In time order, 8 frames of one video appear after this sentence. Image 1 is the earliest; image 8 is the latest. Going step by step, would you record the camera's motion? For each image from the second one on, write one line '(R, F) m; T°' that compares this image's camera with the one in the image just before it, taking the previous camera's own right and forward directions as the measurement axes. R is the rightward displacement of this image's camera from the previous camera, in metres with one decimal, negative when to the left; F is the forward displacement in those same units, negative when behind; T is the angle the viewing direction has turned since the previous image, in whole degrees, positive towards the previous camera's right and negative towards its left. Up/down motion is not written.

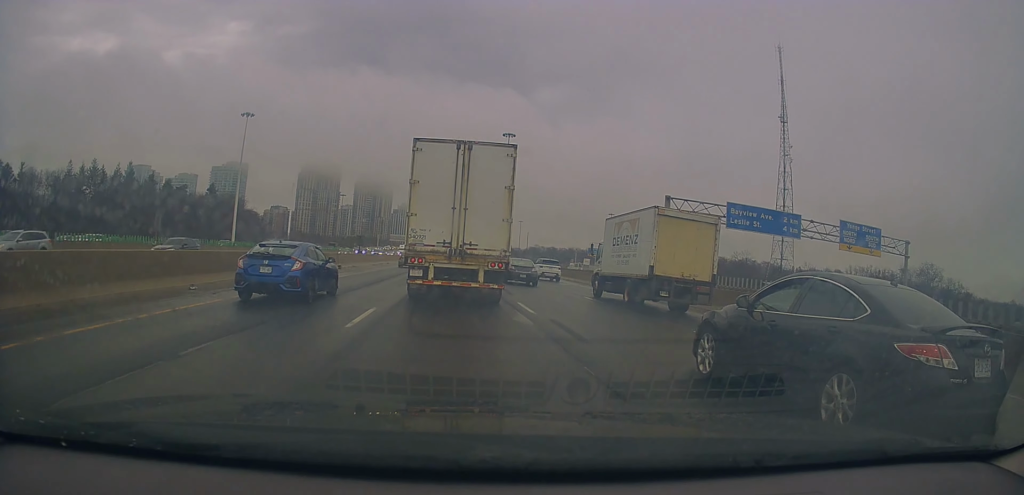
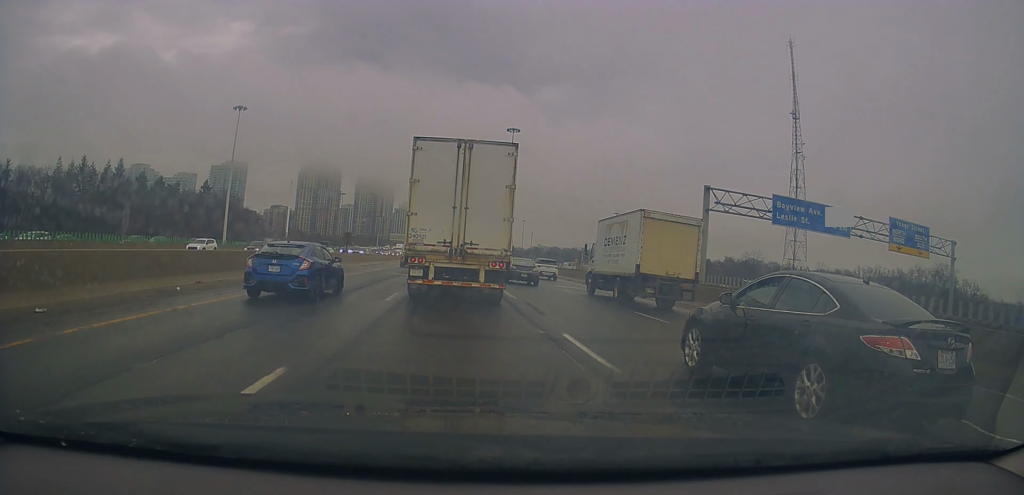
(+0.8, +6.7) m; 0°
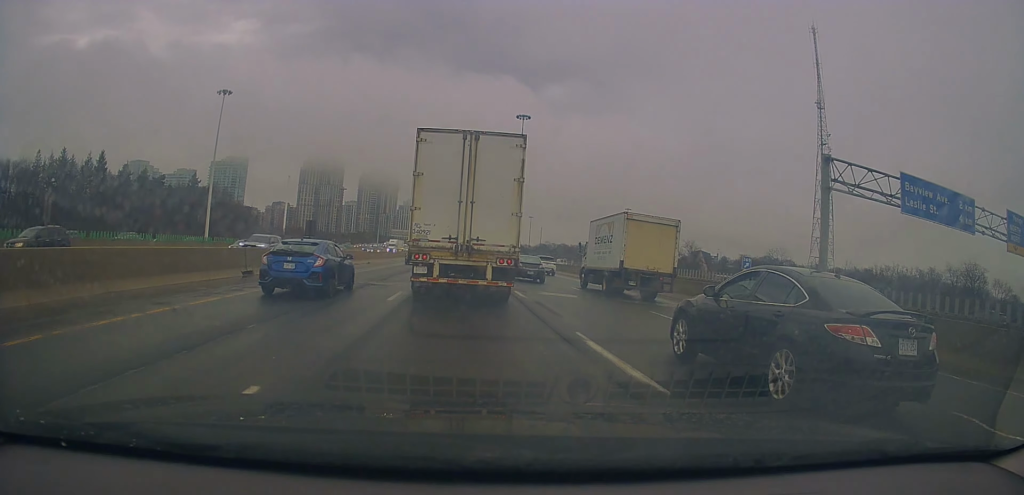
(-0.8, +13.1) m; -1°
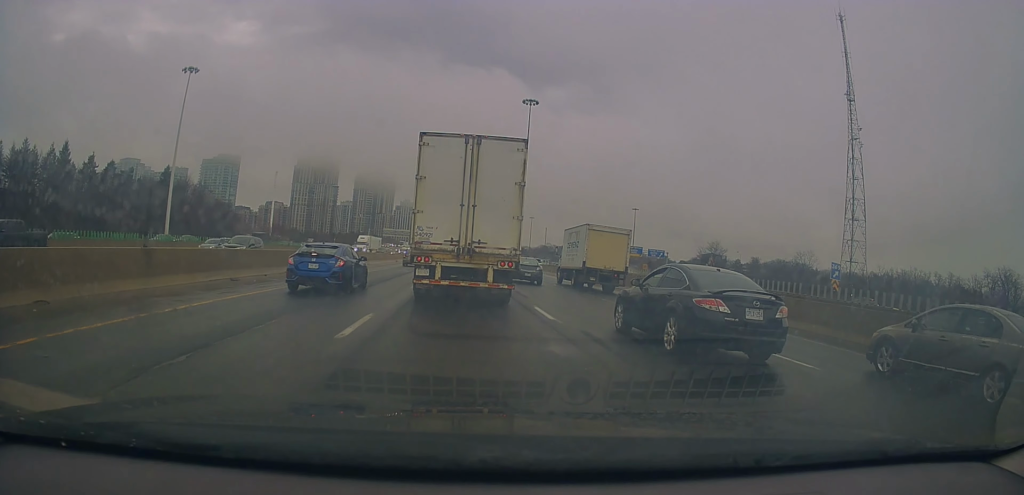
(+0.7, +18.2) m; -1°
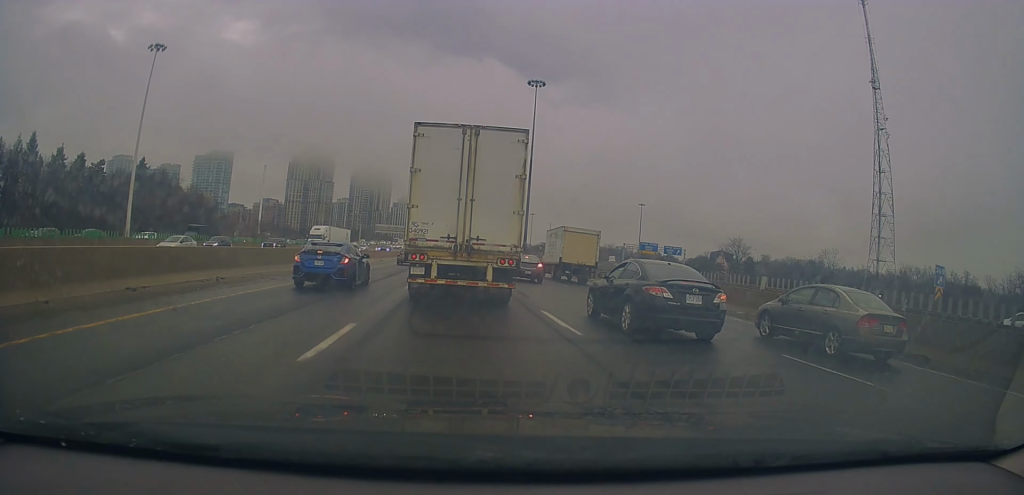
(-0.6, +13.5) m; +1°
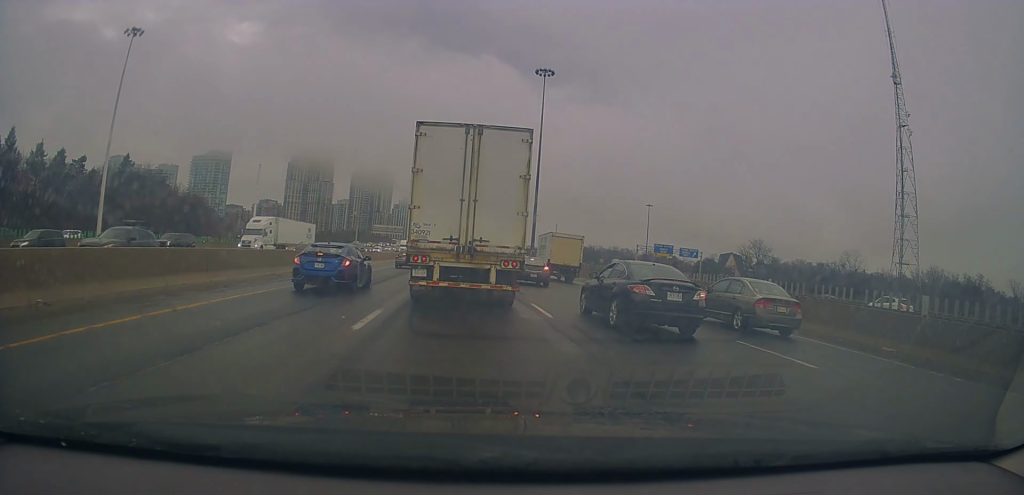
(+0.6, +9.5) m; +2°
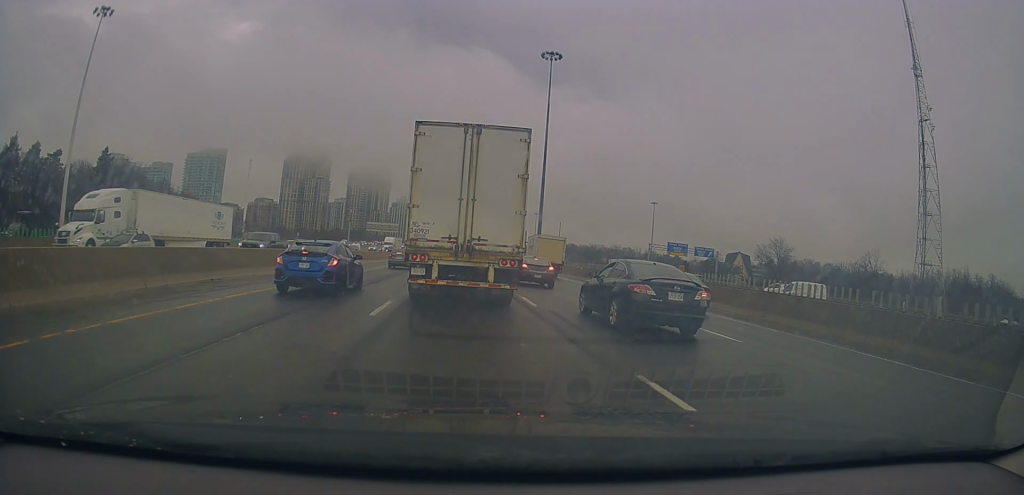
(-0.4, +10.0) m; -3°
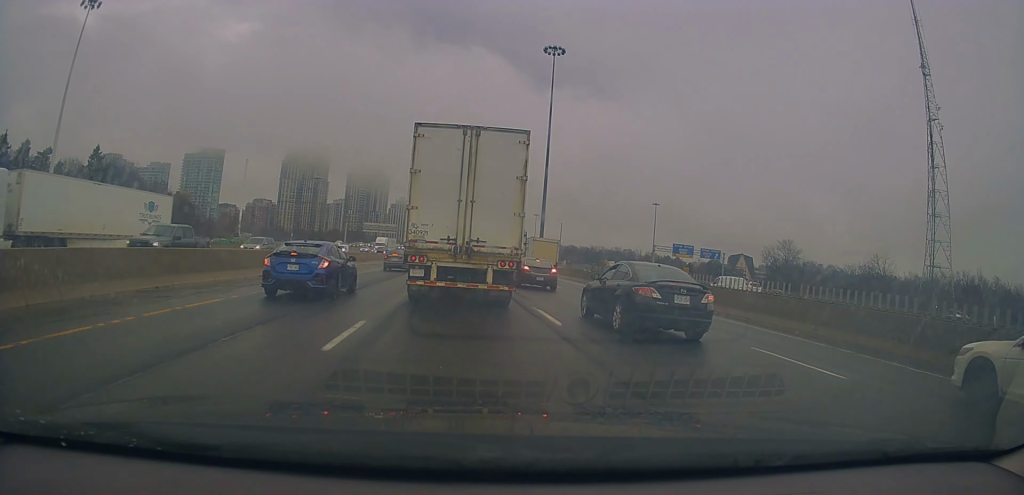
(-0.1, +3.9) m; +1°
